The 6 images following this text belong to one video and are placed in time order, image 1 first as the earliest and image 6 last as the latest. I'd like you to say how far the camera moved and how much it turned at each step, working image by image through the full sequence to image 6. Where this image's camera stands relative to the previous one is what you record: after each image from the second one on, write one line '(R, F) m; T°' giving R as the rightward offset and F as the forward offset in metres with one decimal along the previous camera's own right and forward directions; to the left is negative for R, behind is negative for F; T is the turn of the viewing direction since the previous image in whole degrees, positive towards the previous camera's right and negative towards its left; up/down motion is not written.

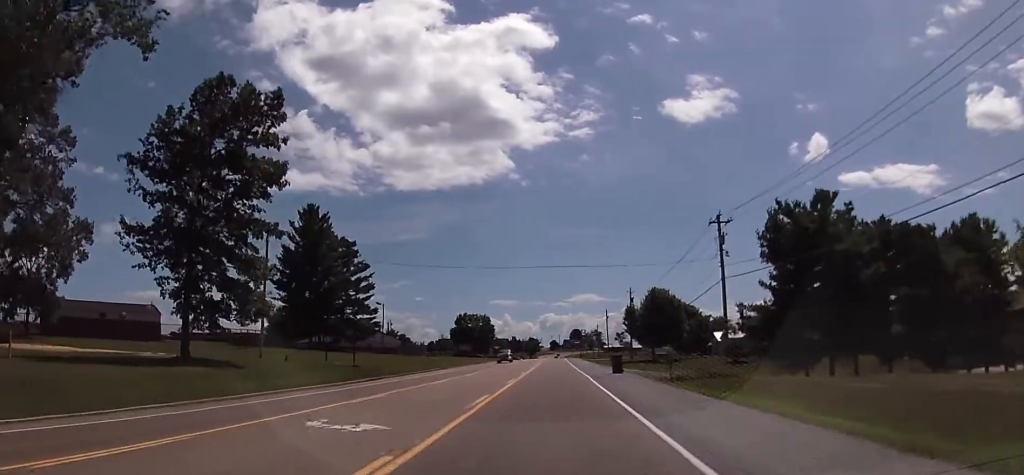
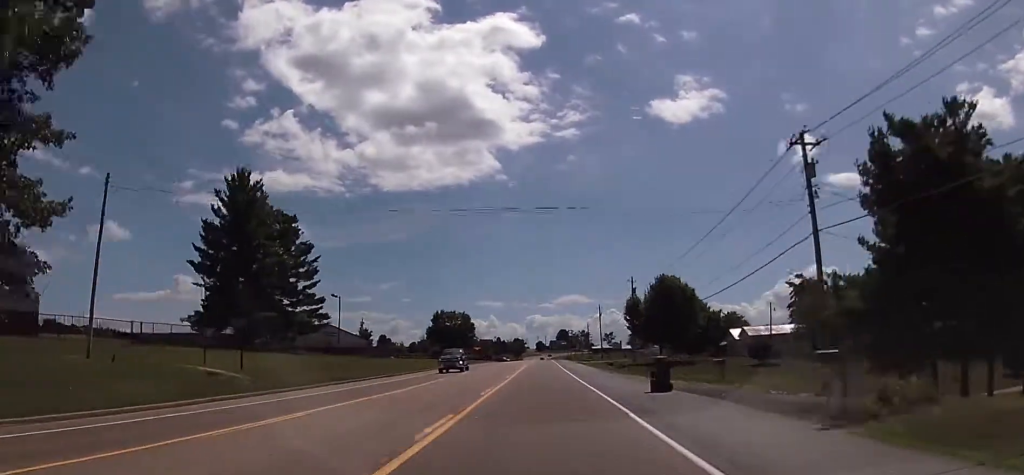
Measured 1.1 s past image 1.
(+0.4, +18.7) m; +2°
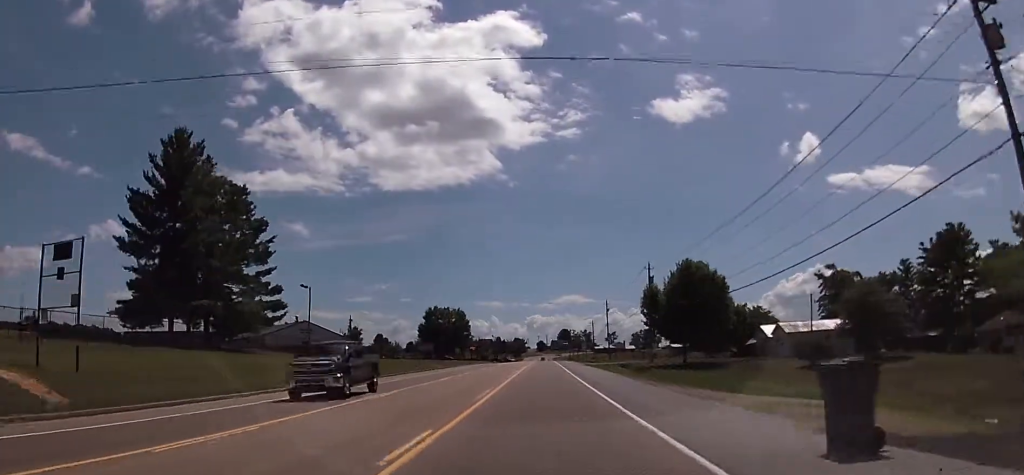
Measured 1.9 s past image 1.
(+0.1, +14.3) m; +1°
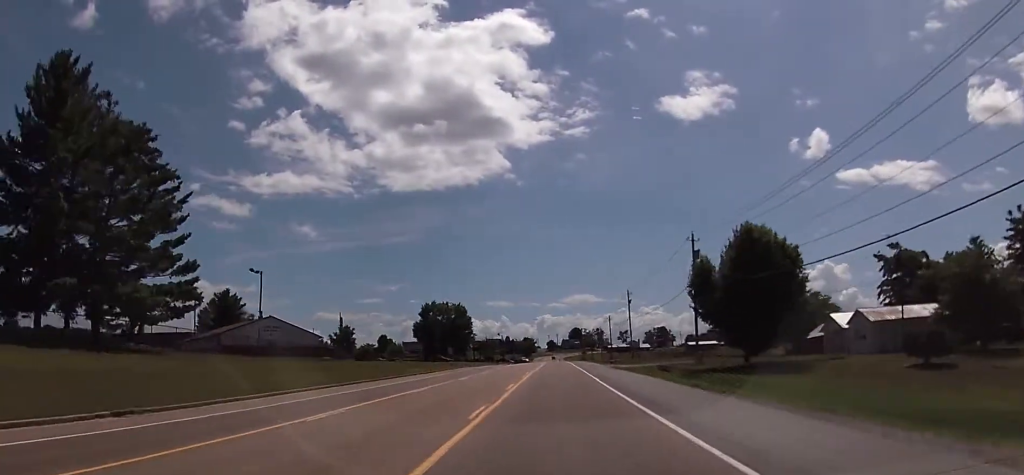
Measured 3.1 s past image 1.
(0.0, +19.4) m; -1°
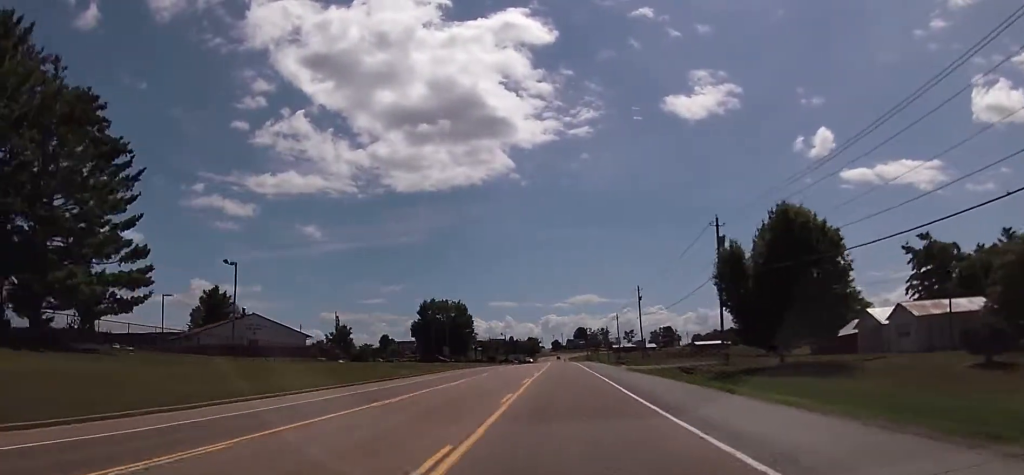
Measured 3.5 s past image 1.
(+0.1, +7.4) m; -1°
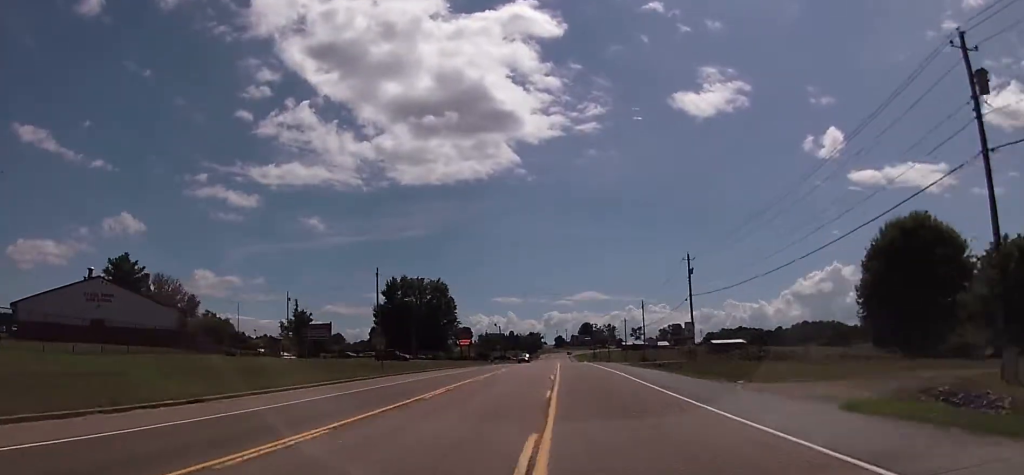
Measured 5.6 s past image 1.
(+0.6, +35.9) m; +2°
